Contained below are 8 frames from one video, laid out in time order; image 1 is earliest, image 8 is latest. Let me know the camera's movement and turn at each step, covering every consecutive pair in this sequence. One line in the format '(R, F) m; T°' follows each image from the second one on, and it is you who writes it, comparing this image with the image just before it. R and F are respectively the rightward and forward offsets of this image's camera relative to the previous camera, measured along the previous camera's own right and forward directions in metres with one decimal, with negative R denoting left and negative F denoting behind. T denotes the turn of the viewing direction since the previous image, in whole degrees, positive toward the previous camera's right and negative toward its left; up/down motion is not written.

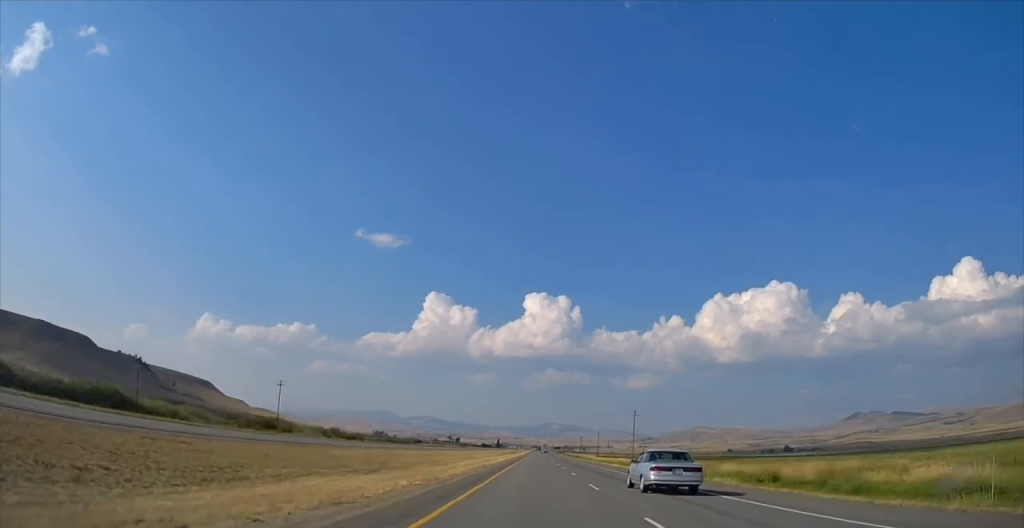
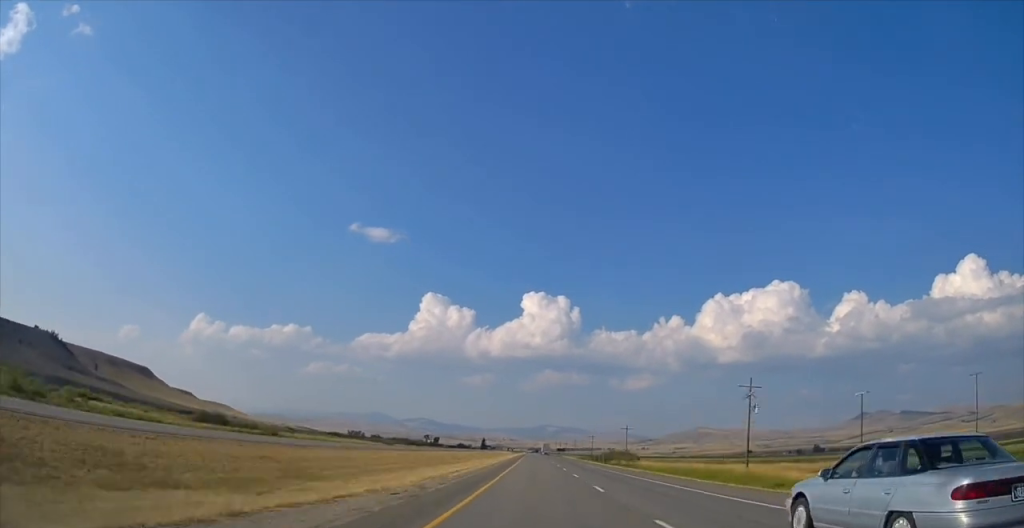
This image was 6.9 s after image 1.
(+1.2, +270.7) m; 0°
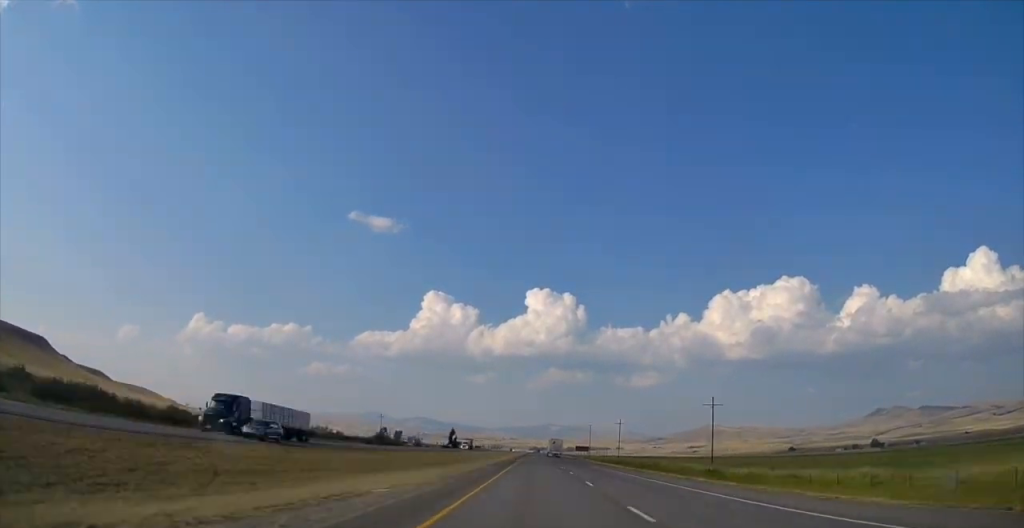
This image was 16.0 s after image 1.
(-1.0, +354.3) m; 0°
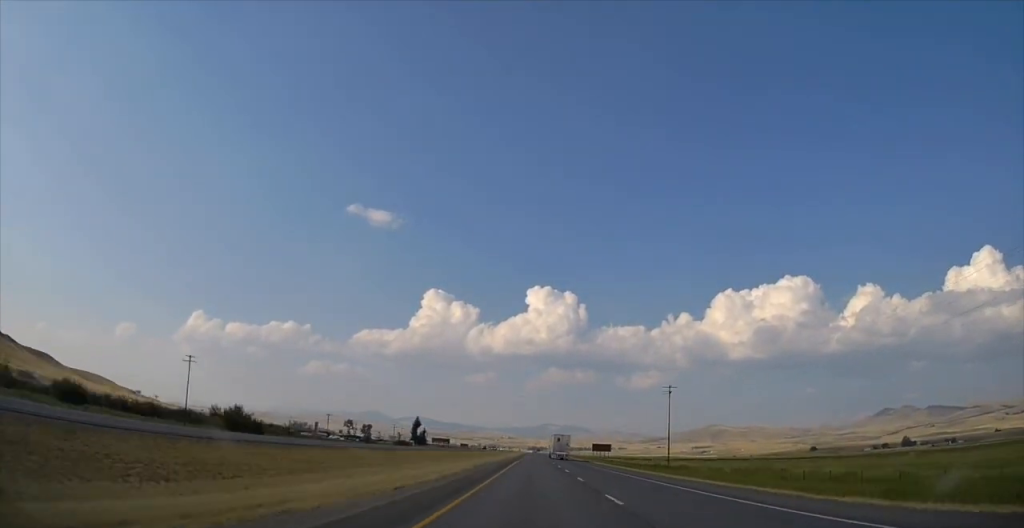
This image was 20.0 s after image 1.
(+0.3, +156.7) m; 0°
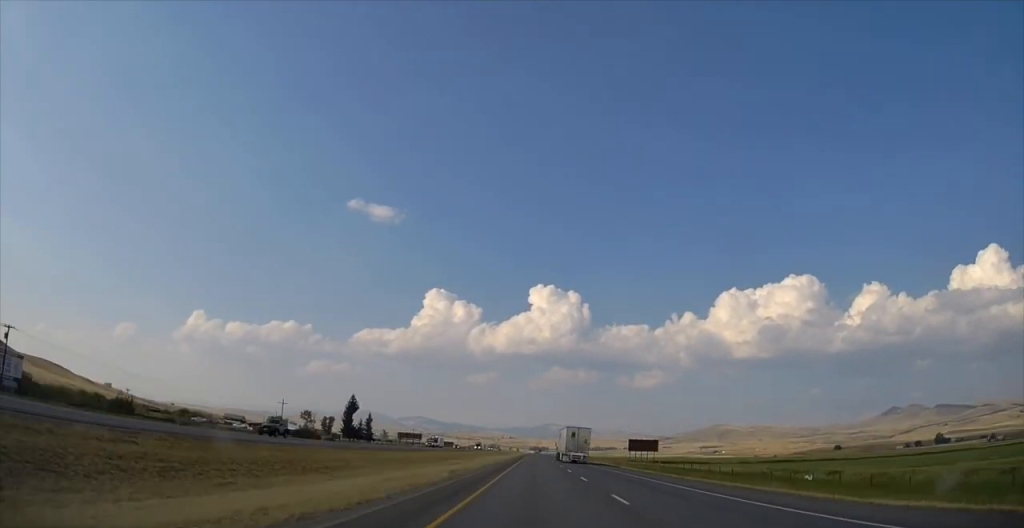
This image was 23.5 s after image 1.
(+0.1, +135.4) m; 0°
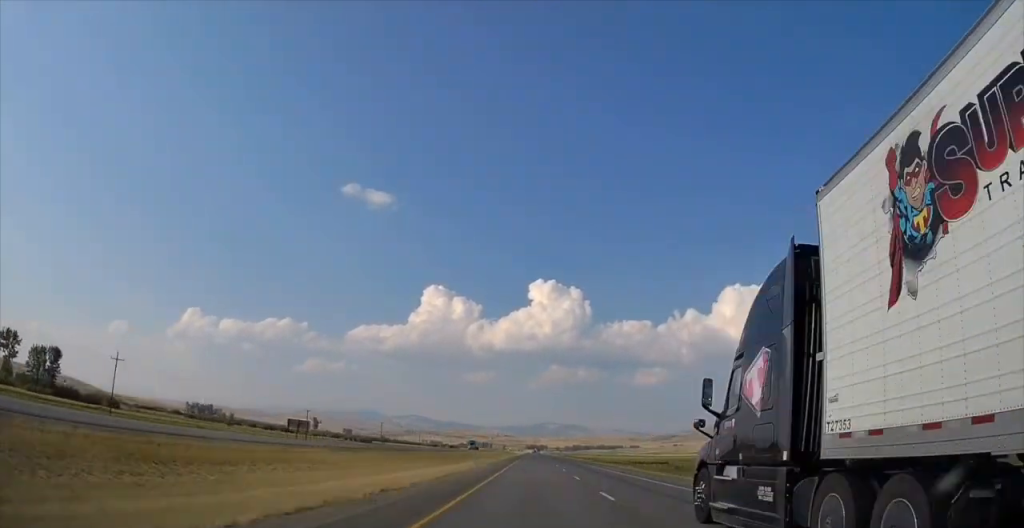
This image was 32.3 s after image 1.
(+0.2, +344.5) m; 0°
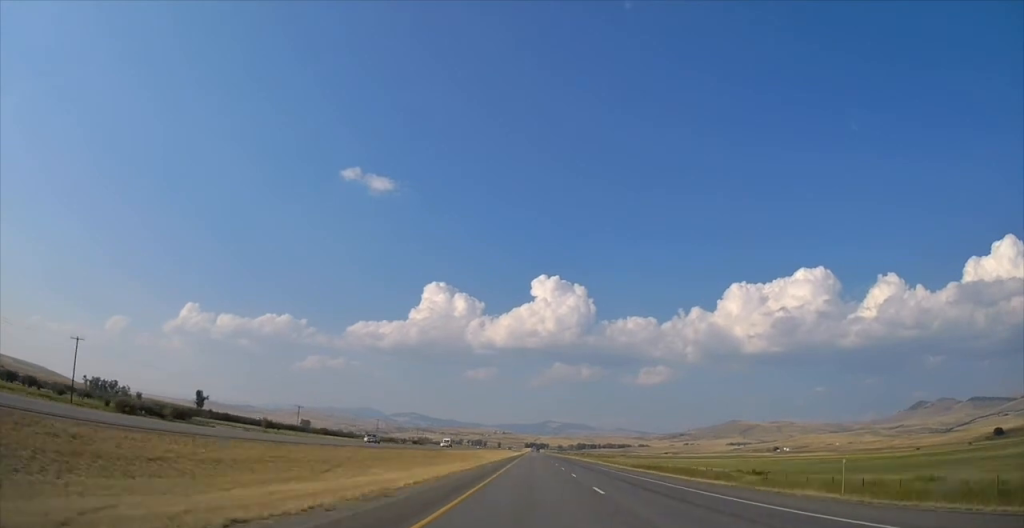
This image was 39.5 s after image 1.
(+0.2, +282.1) m; 0°
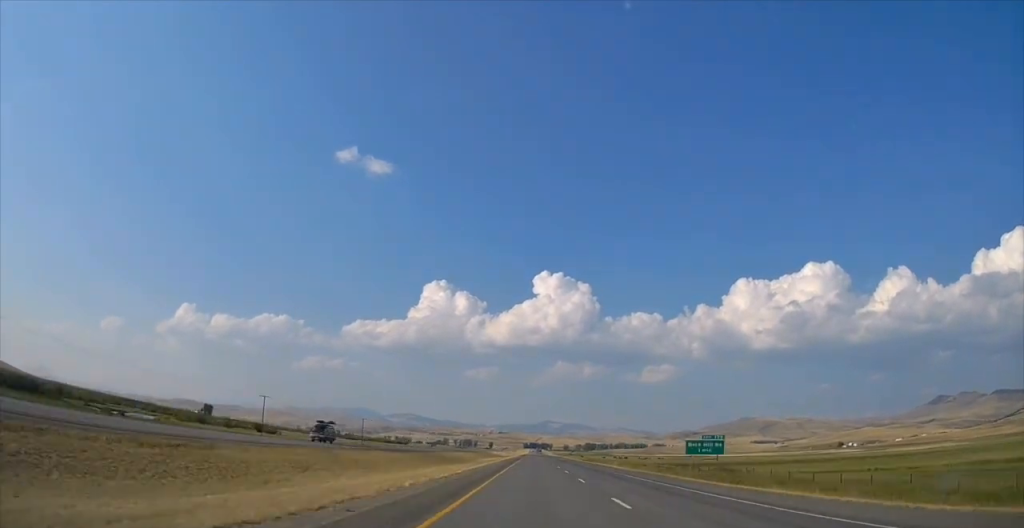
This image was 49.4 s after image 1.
(+0.2, +386.7) m; 0°
